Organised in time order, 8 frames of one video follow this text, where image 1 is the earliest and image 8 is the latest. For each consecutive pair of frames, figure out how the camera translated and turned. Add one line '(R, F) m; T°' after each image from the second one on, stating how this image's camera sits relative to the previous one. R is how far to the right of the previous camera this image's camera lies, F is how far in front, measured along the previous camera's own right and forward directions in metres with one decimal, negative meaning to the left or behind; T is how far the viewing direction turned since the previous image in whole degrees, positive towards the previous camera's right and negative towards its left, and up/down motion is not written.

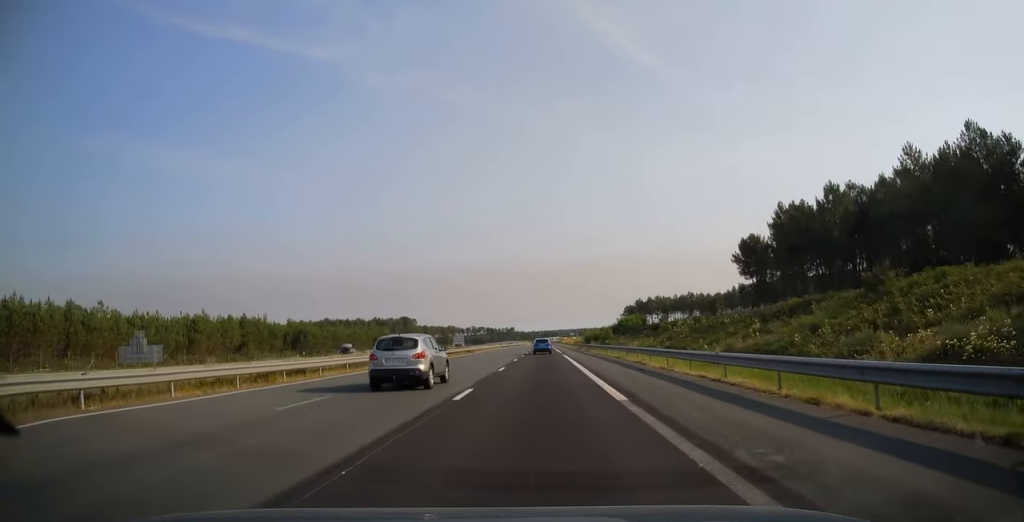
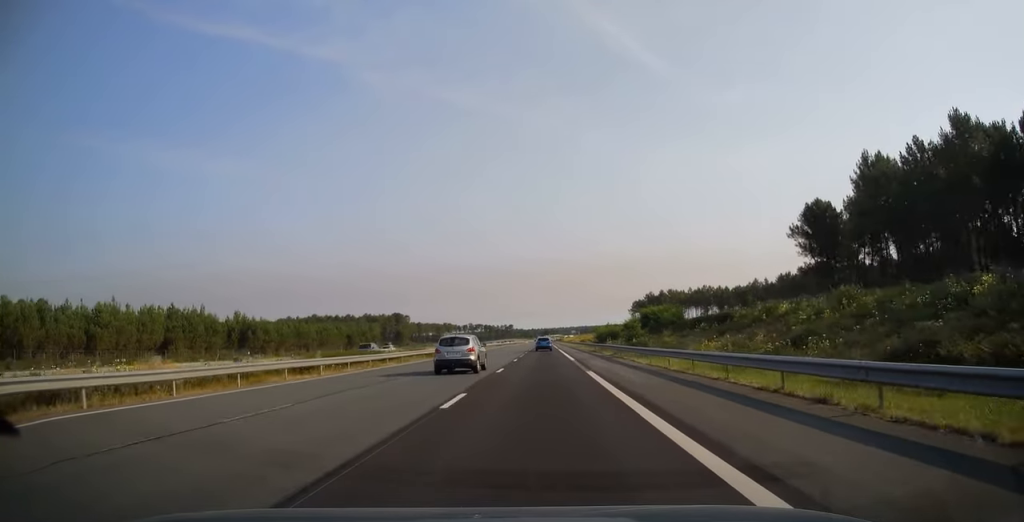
(0.0, +28.1) m; 0°
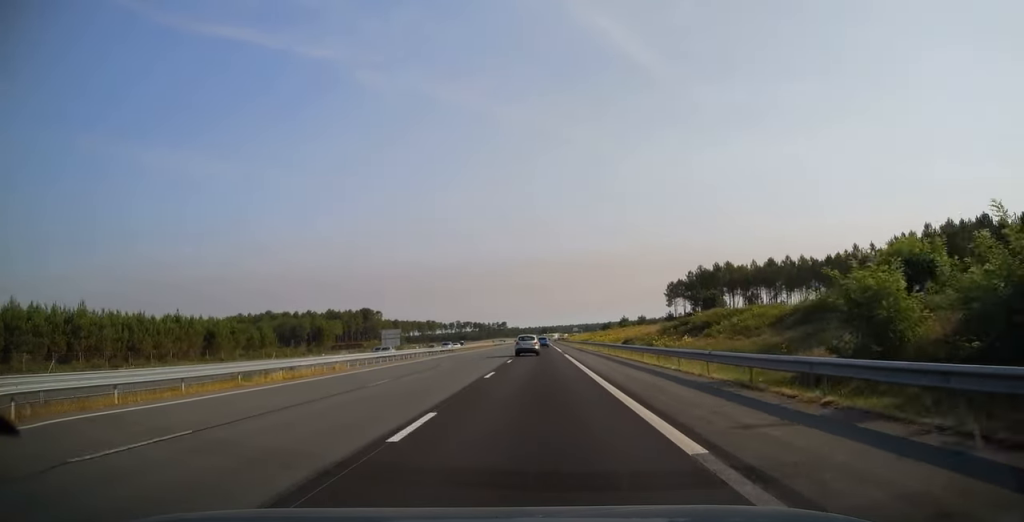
(+0.1, +82.3) m; 0°
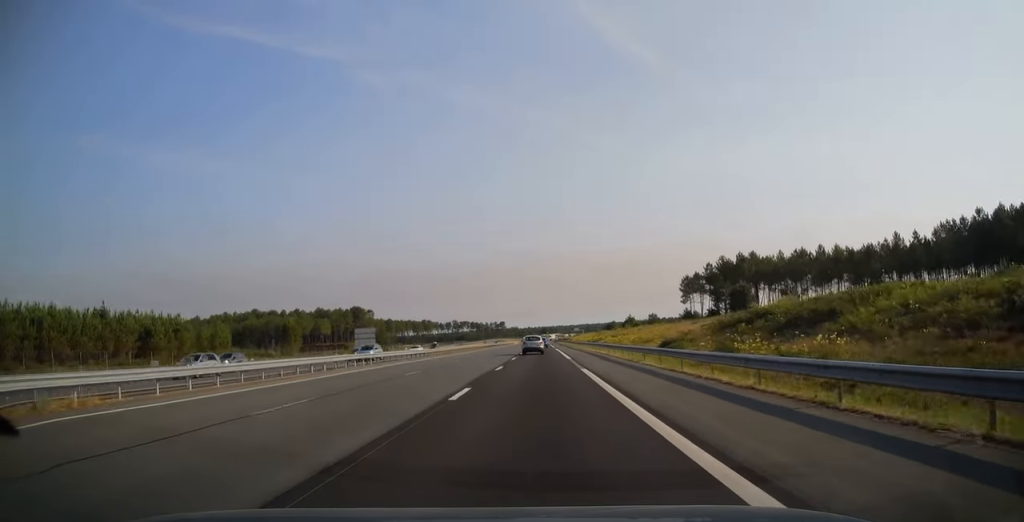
(0.0, +20.7) m; 0°
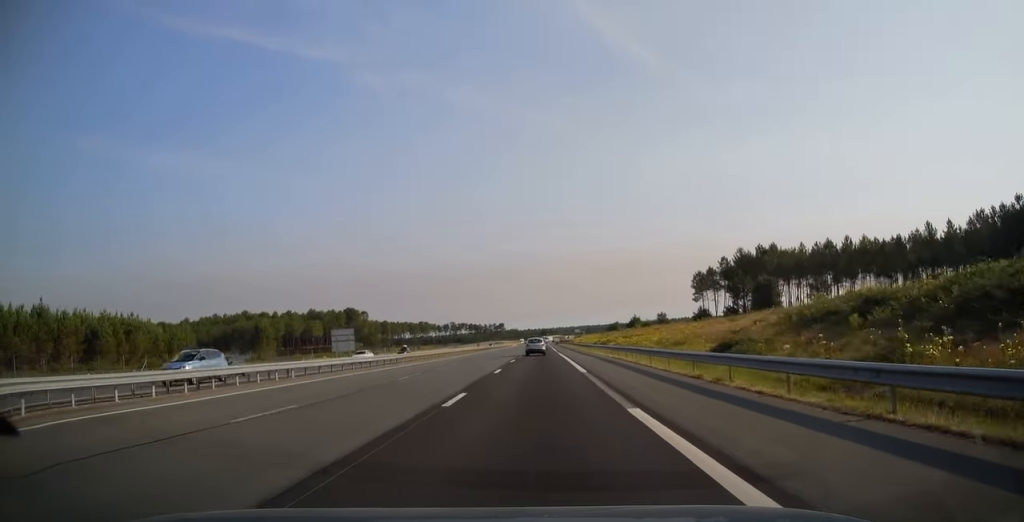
(0.0, +13.8) m; 0°
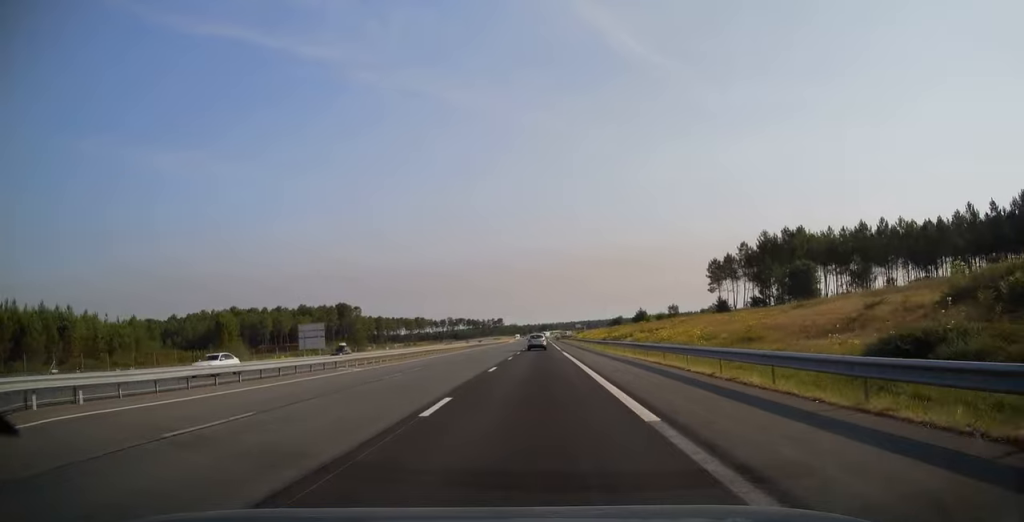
(0.0, +15.3) m; 0°
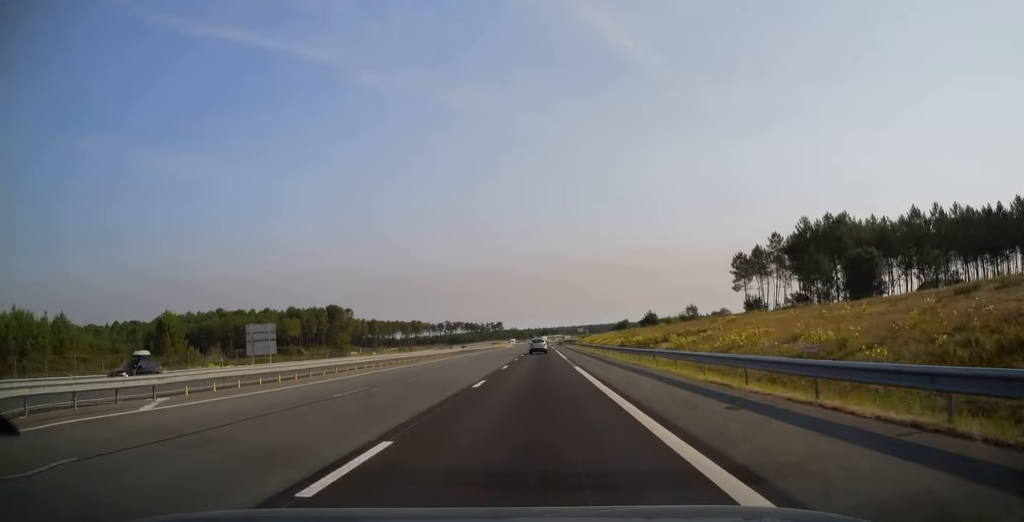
(0.0, +18.3) m; 0°
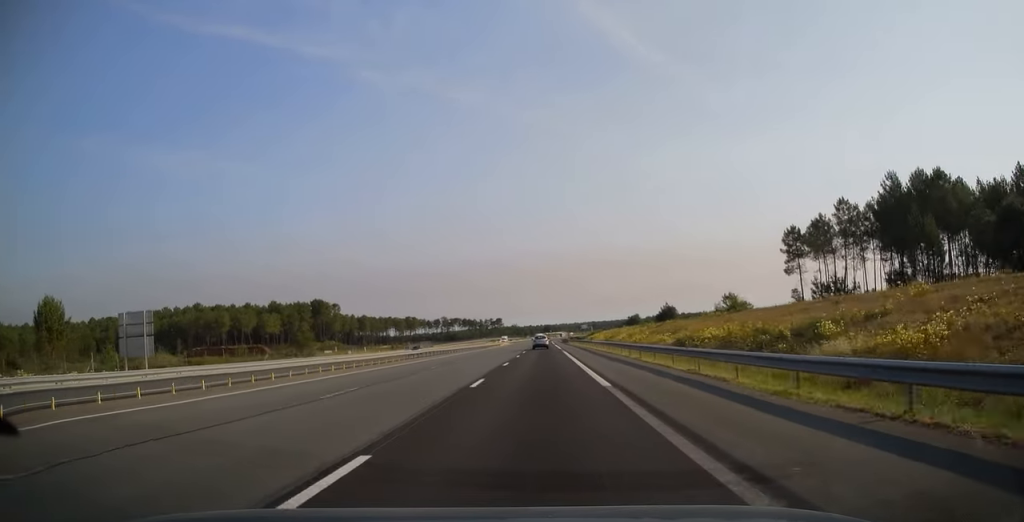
(0.0, +27.1) m; 0°
